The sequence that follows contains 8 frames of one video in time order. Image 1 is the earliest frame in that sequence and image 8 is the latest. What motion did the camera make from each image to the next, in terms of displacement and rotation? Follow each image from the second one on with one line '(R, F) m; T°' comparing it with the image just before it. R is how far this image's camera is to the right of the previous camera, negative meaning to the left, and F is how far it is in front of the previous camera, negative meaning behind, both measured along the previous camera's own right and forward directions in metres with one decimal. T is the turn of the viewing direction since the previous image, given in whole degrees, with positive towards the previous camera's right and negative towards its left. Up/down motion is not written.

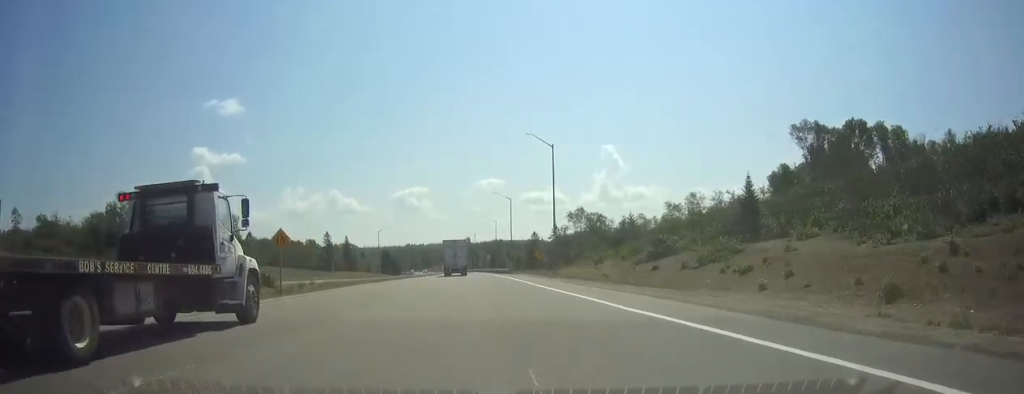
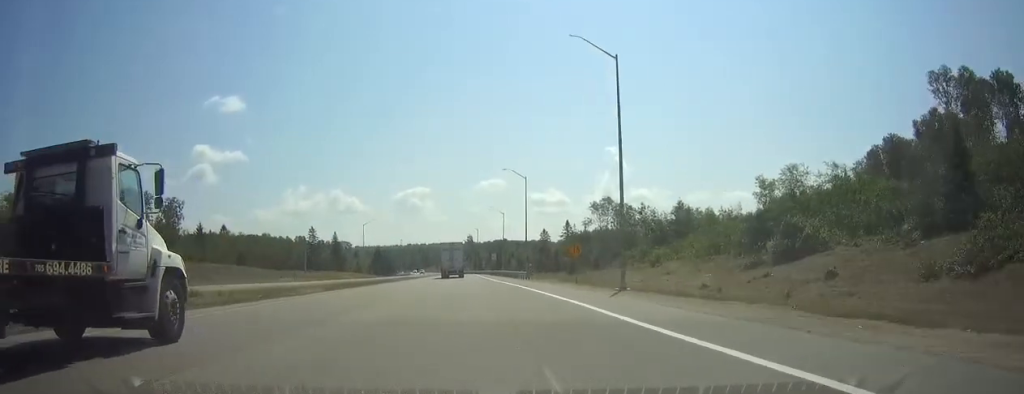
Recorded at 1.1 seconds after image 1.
(0.0, +28.7) m; 0°
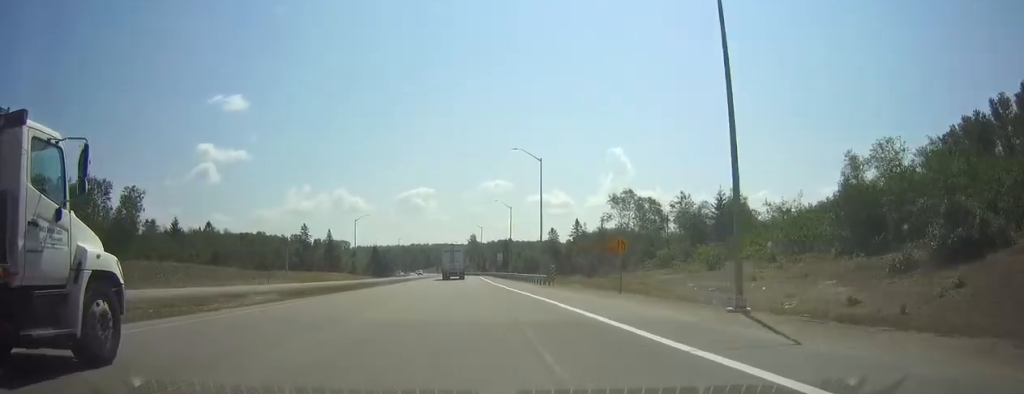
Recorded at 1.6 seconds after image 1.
(0.0, +15.5) m; 0°
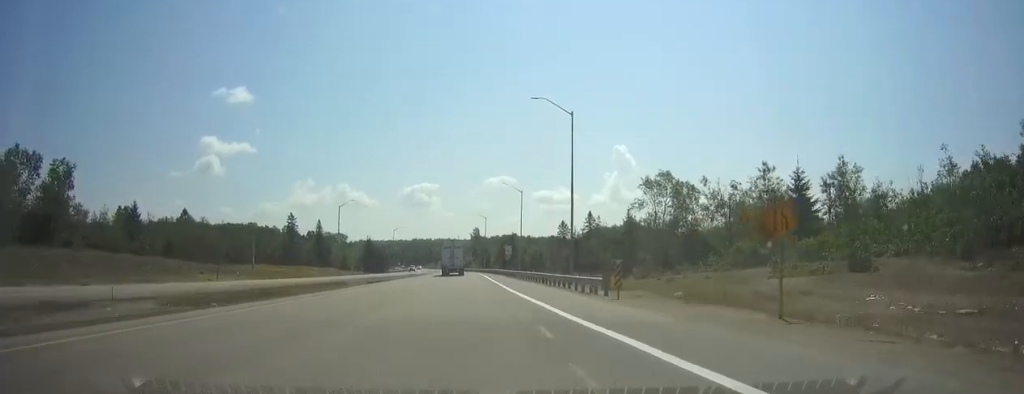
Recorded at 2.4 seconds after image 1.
(0.0, +20.2) m; 0°
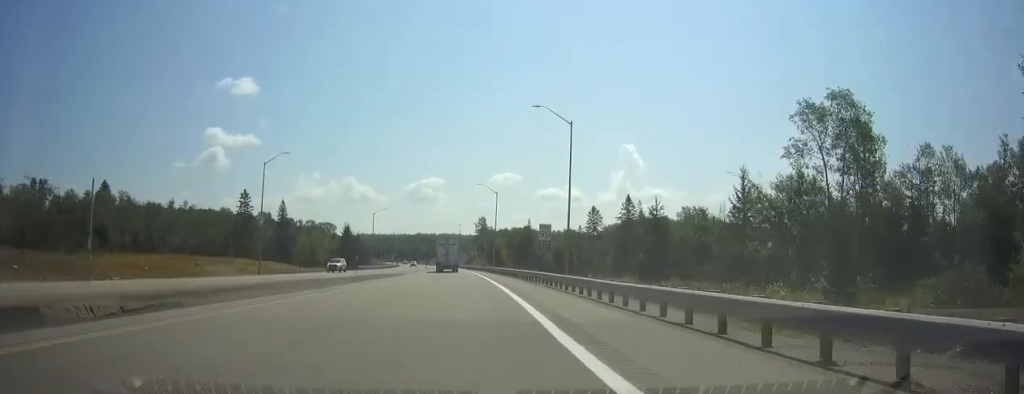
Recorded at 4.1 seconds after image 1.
(+0.1, +47.5) m; 0°
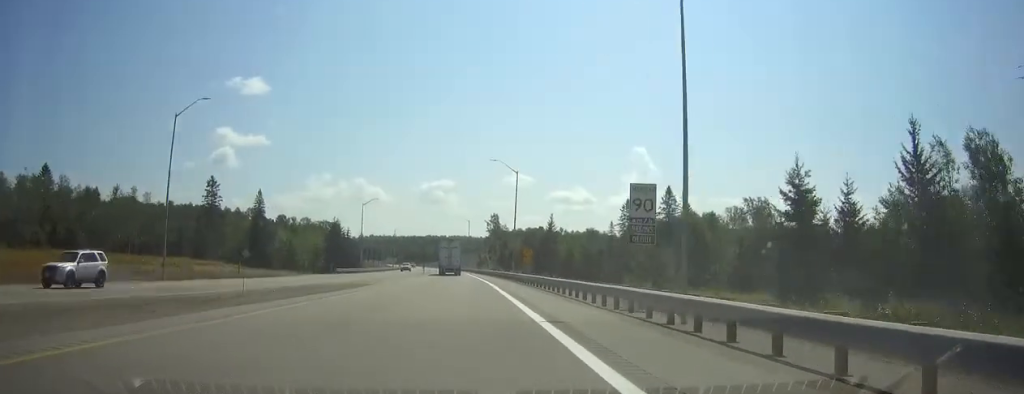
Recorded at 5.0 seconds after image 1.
(-0.2, +27.3) m; -1°
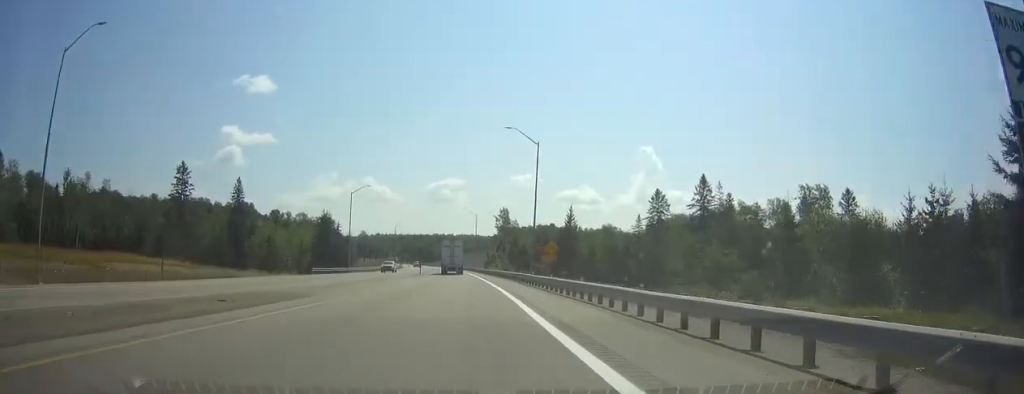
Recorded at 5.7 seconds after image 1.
(0.0, +17.9) m; -1°
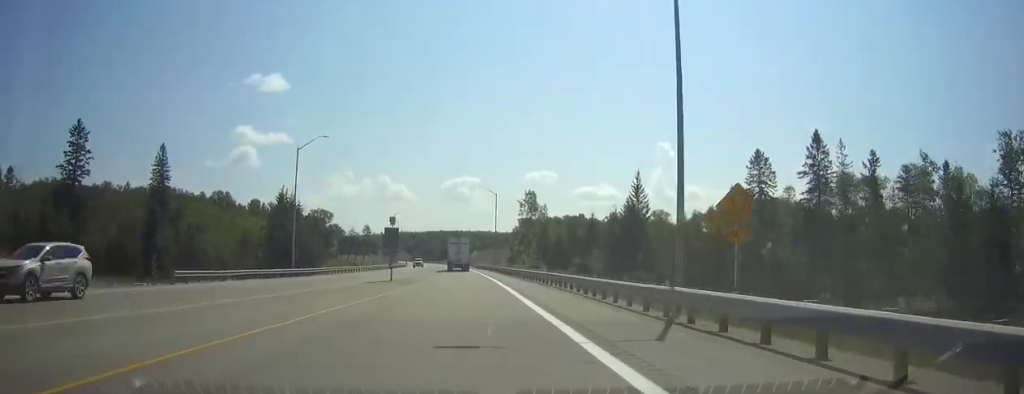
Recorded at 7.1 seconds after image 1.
(-0.5, +39.8) m; -1°
